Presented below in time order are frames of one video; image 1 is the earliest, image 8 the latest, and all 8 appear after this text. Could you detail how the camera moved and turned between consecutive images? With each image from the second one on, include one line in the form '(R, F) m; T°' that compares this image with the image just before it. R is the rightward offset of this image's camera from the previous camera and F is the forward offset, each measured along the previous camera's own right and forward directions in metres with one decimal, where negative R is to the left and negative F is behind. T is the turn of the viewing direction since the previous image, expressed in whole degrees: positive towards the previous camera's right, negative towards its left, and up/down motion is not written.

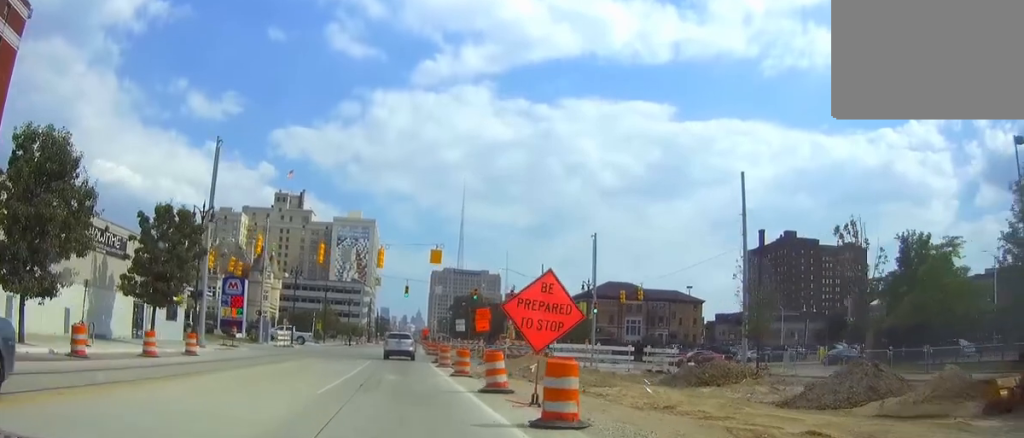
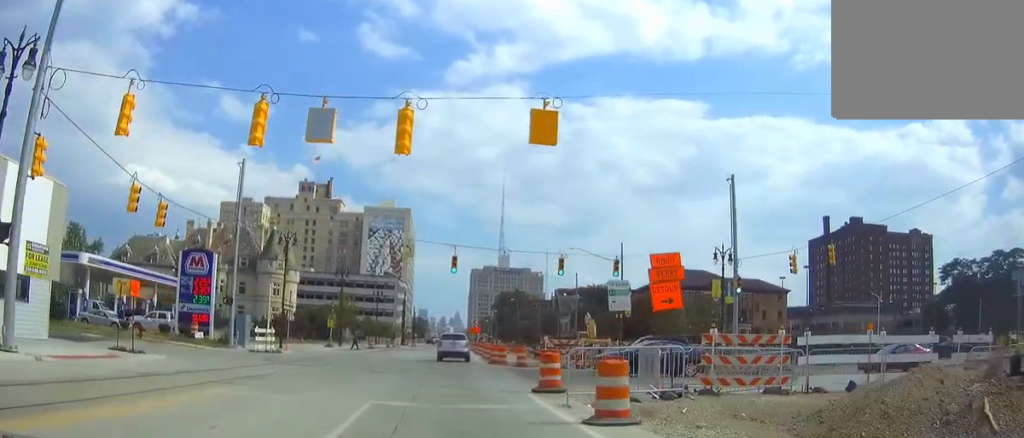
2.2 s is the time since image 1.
(-0.4, +24.4) m; -4°
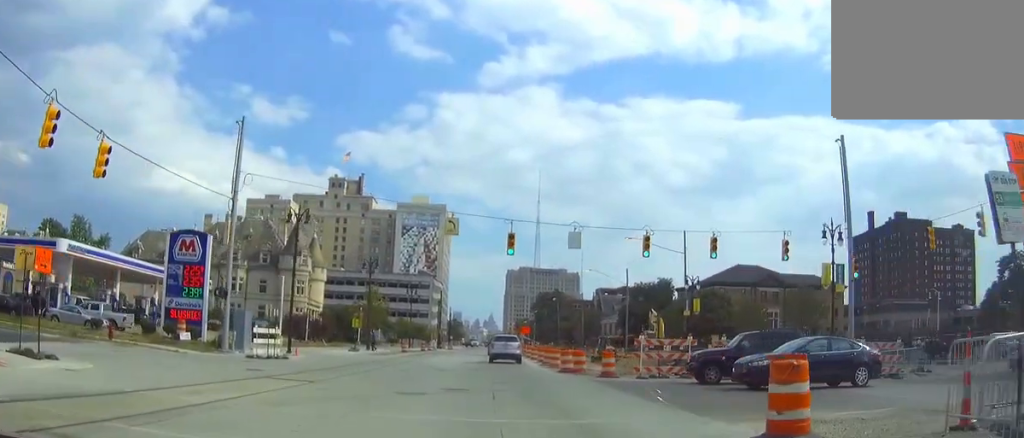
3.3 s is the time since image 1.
(-0.3, +9.7) m; -2°
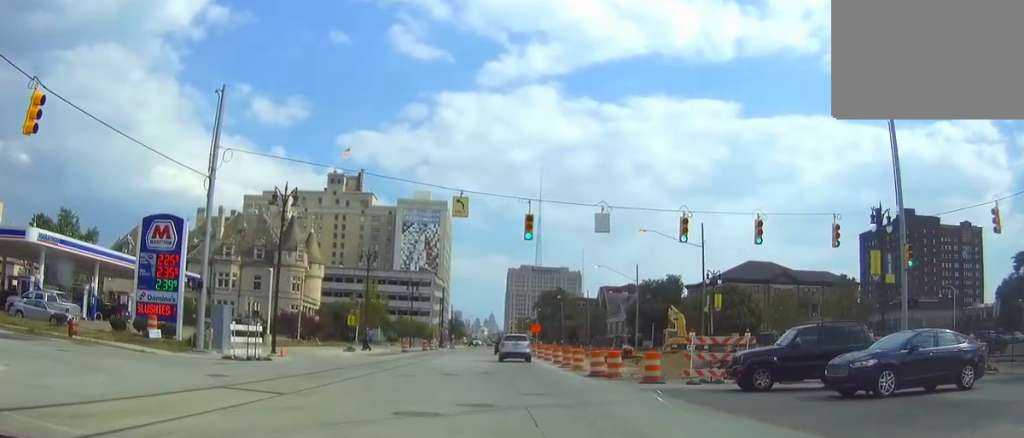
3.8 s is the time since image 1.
(0.0, +4.7) m; -7°
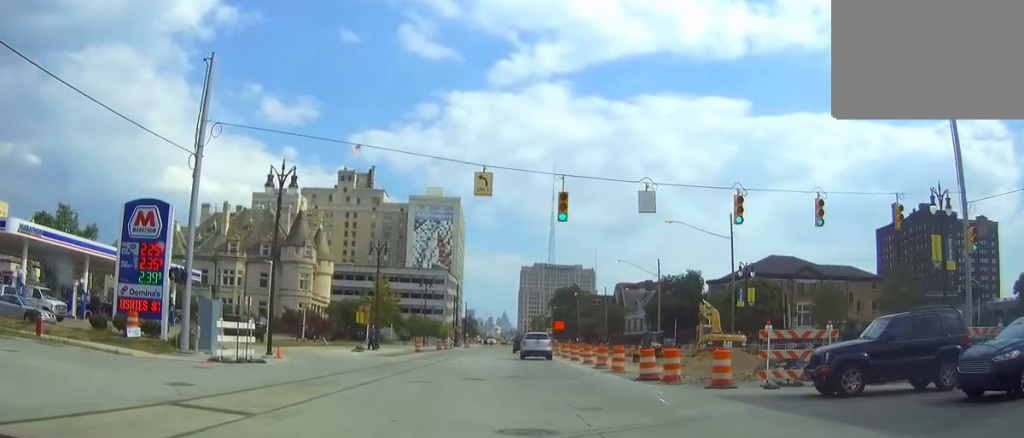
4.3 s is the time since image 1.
(+0.5, +4.2) m; -10°
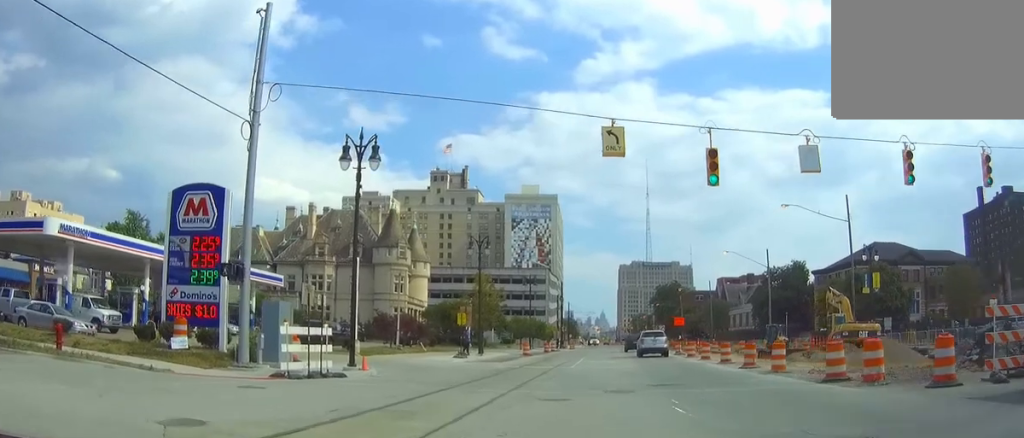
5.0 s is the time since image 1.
(-1.5, +5.1) m; -18°
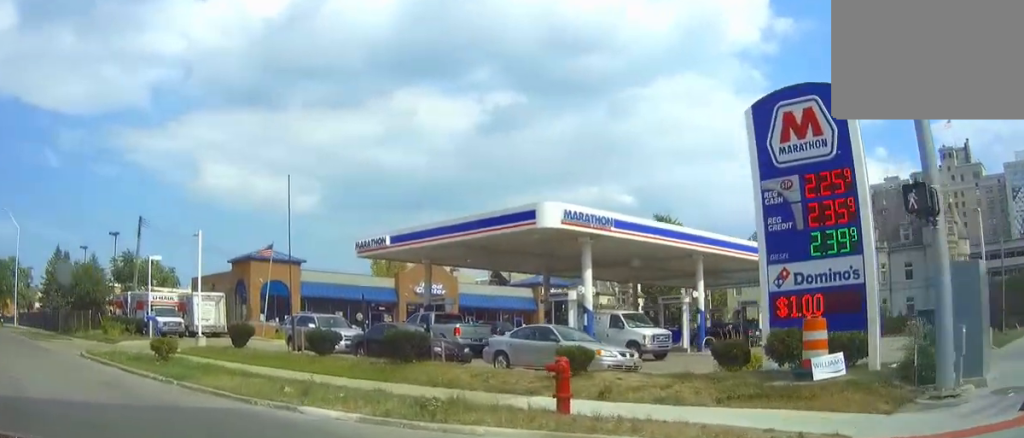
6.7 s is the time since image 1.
(-2.9, +12.2) m; -23°
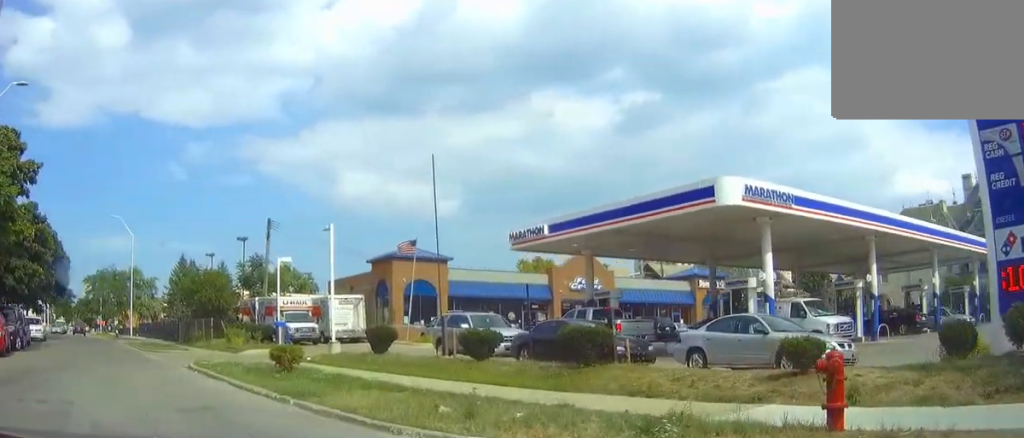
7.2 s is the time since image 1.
(+0.2, +3.5) m; -11°
